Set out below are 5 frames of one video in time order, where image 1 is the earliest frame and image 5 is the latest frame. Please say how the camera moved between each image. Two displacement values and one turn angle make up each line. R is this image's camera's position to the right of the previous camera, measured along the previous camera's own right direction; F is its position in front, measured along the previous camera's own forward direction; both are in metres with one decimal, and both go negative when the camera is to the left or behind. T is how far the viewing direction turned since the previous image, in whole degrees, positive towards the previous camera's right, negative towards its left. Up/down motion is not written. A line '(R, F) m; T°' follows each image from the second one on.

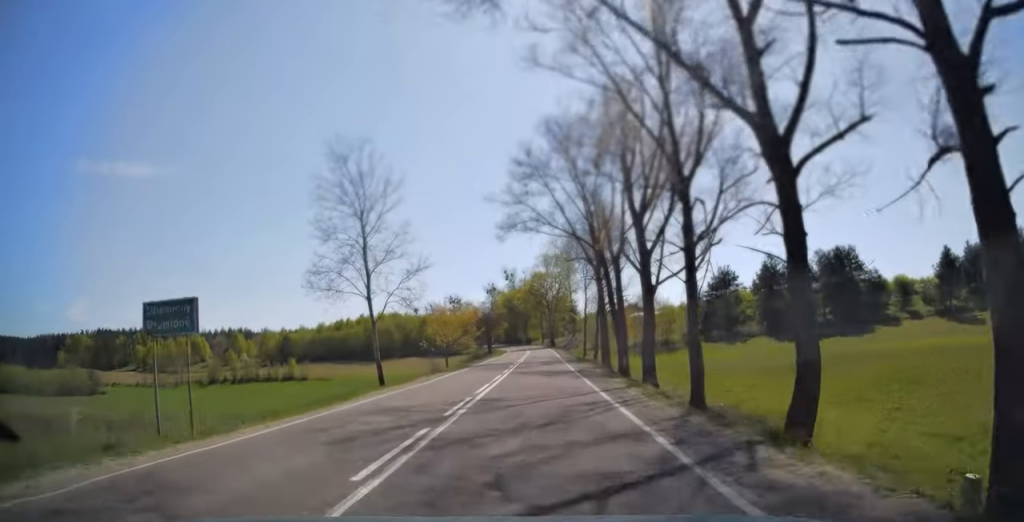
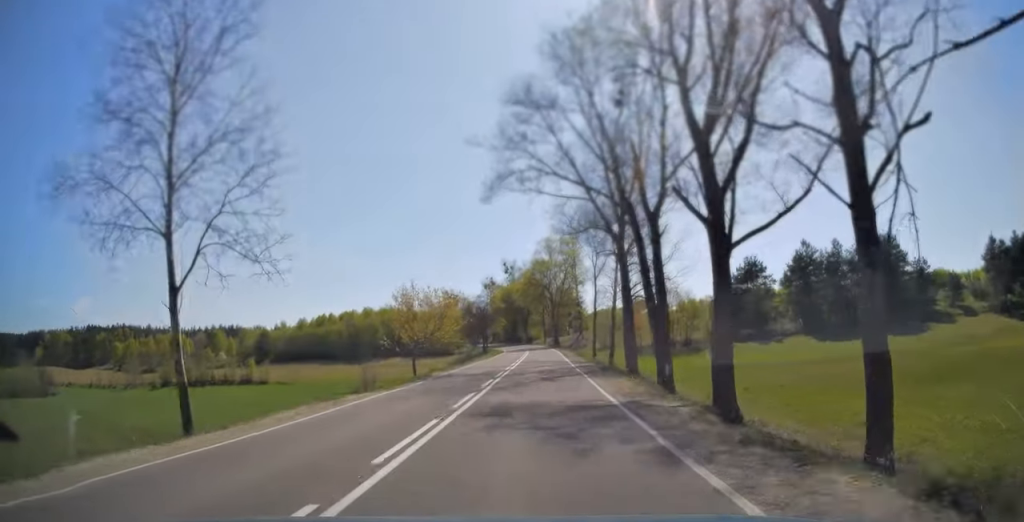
(0.0, +17.1) m; 0°
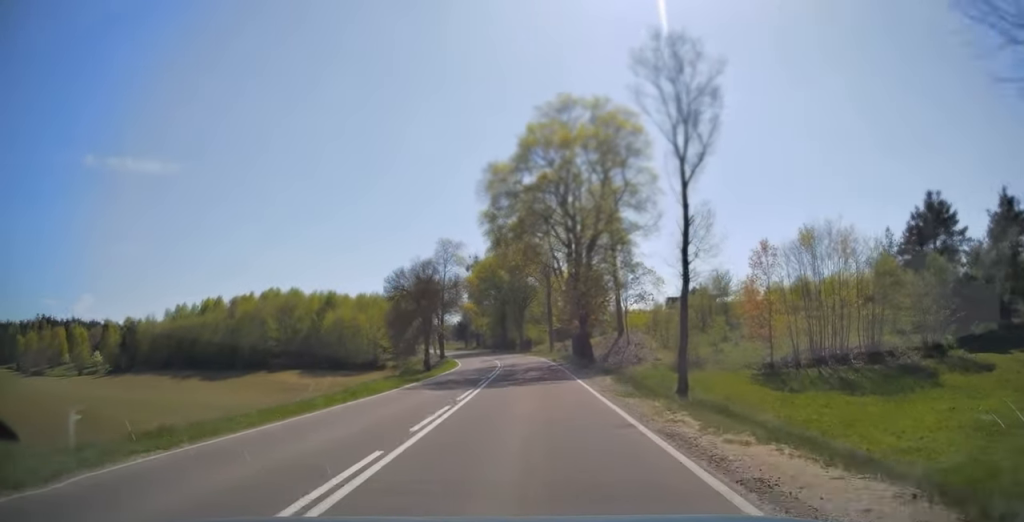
(-0.8, +62.0) m; -2°
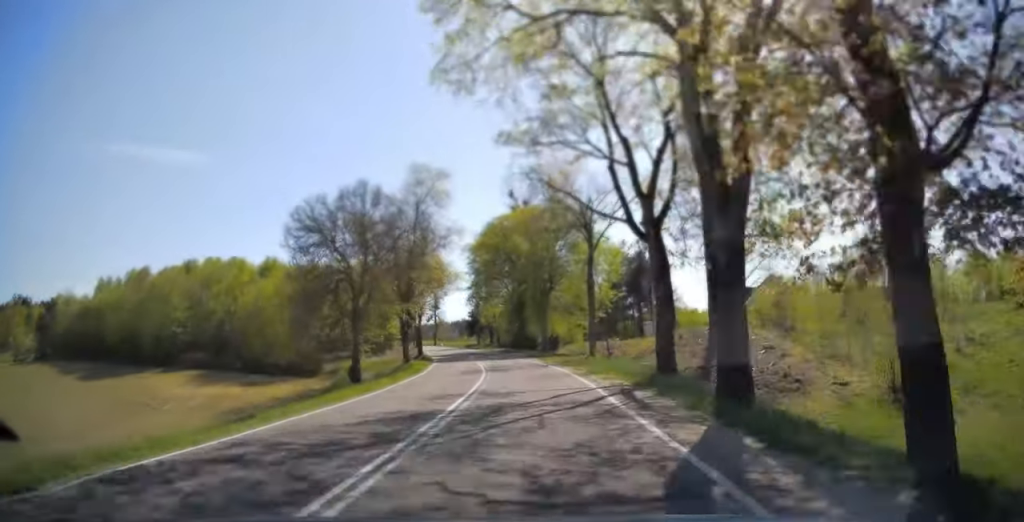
(-0.4, +29.2) m; -3°
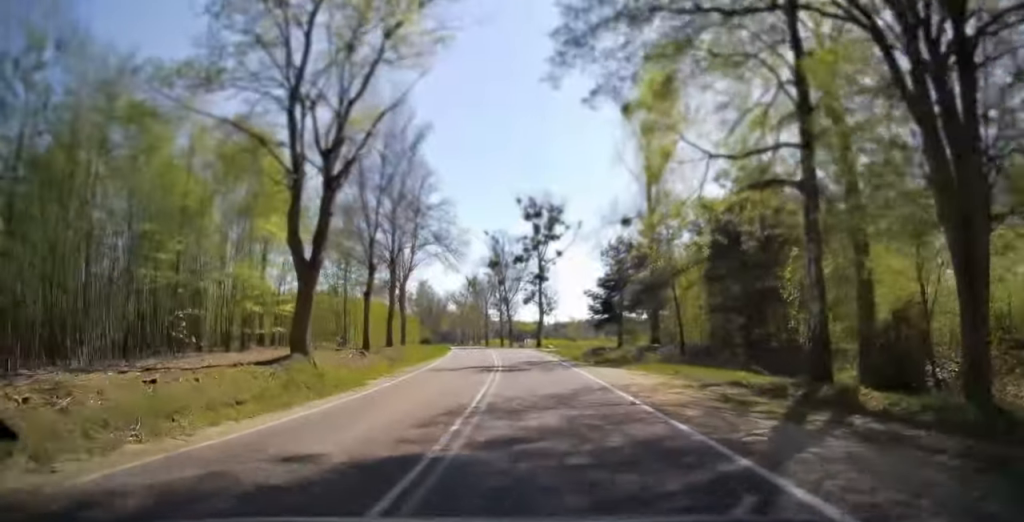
(-6.9, +69.6) m; -12°
